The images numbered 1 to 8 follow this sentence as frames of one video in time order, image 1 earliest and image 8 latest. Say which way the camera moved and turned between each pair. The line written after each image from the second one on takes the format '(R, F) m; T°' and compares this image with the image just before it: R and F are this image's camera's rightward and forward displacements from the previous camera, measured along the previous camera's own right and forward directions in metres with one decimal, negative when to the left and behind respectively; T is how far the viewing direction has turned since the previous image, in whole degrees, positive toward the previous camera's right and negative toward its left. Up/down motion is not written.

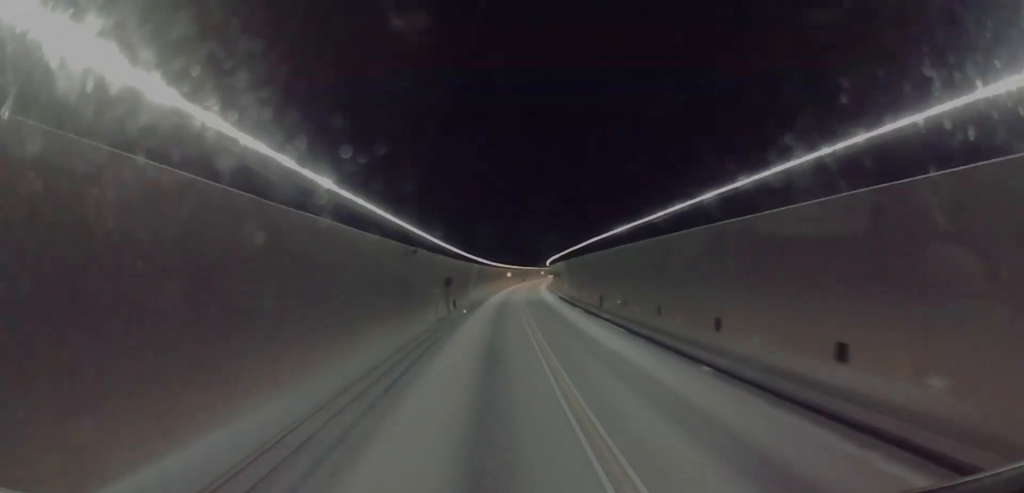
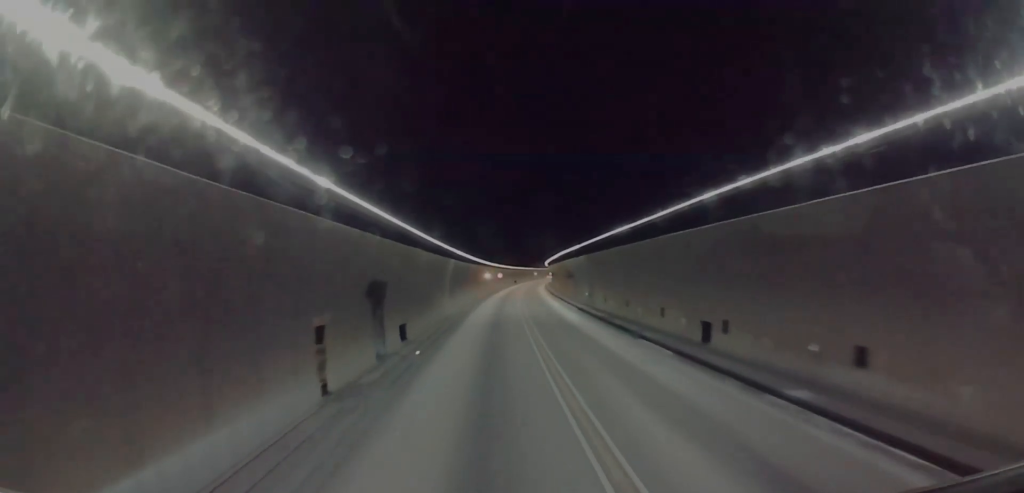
(+0.1, +23.6) m; 0°
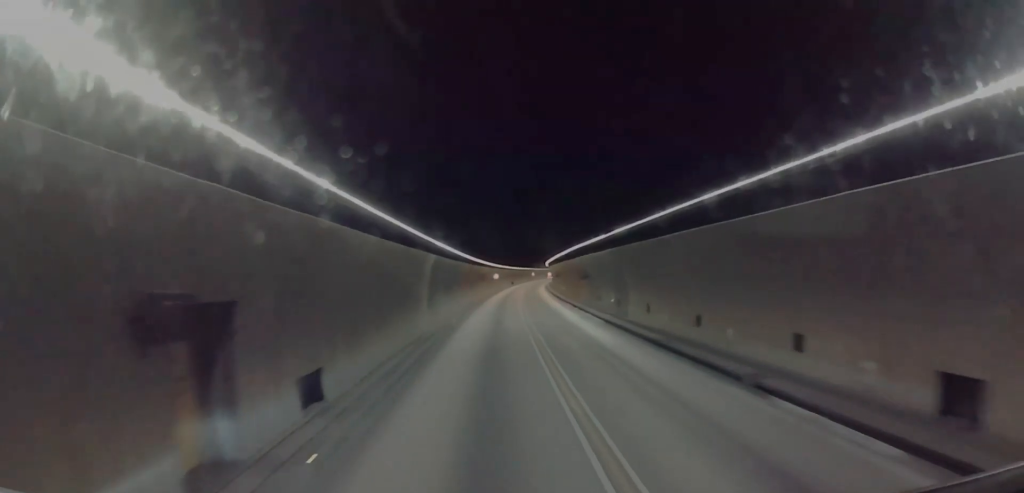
(-0.1, +11.9) m; 0°
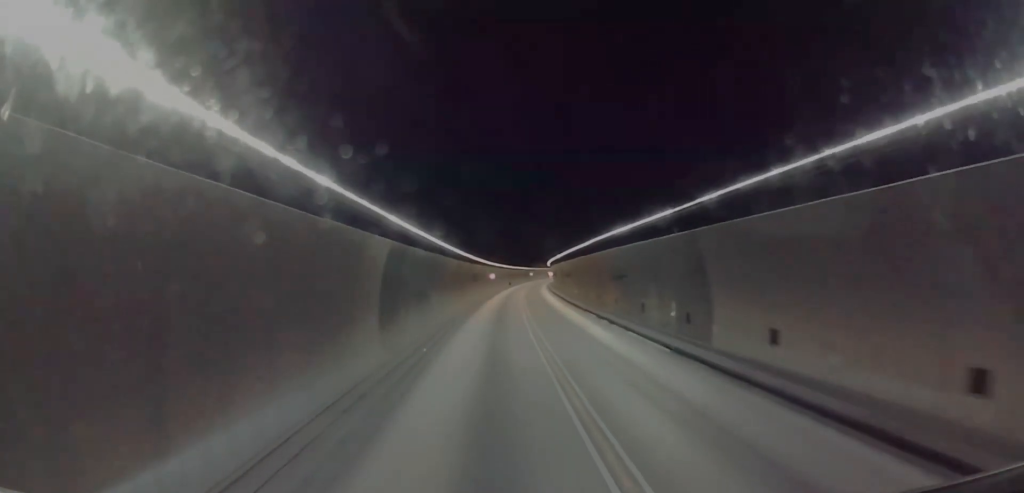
(+0.1, +13.6) m; 0°
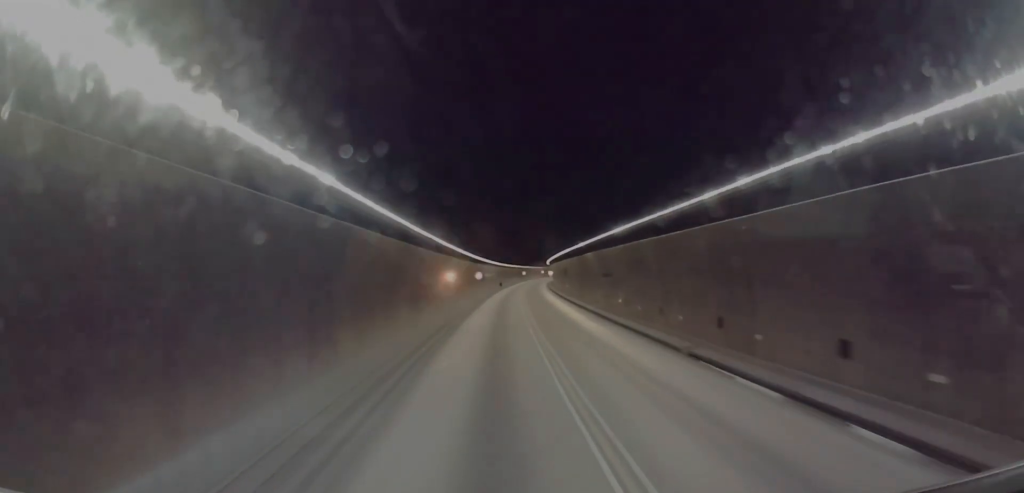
(+0.3, +25.4) m; +2°
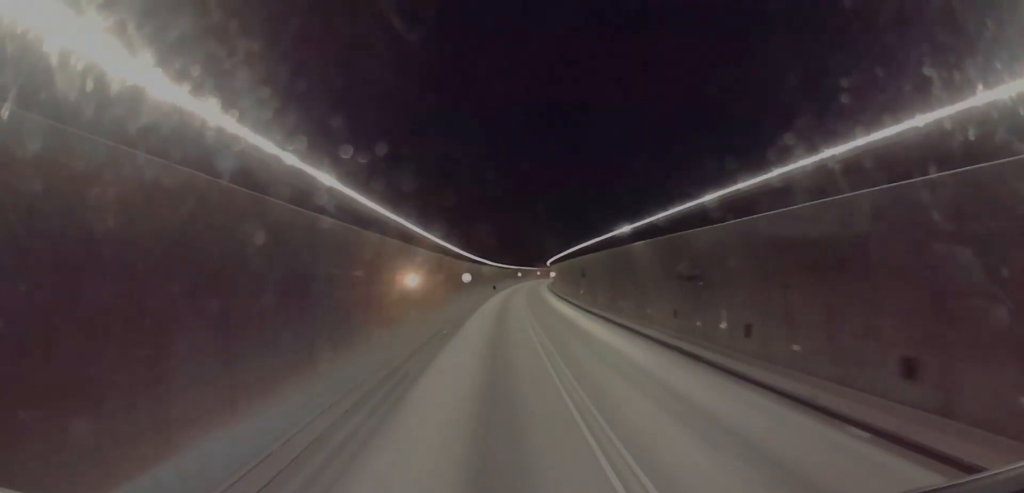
(+0.2, +16.5) m; +1°
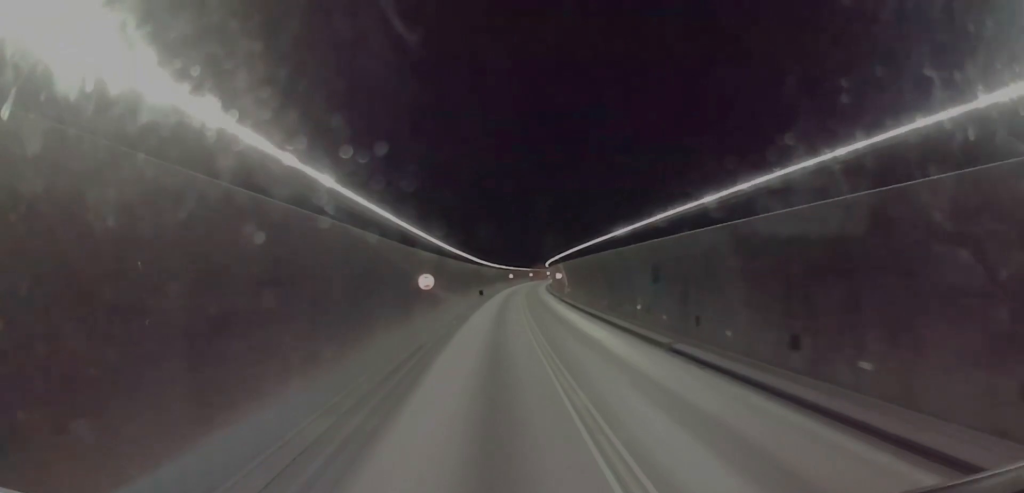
(0.0, +24.8) m; 0°
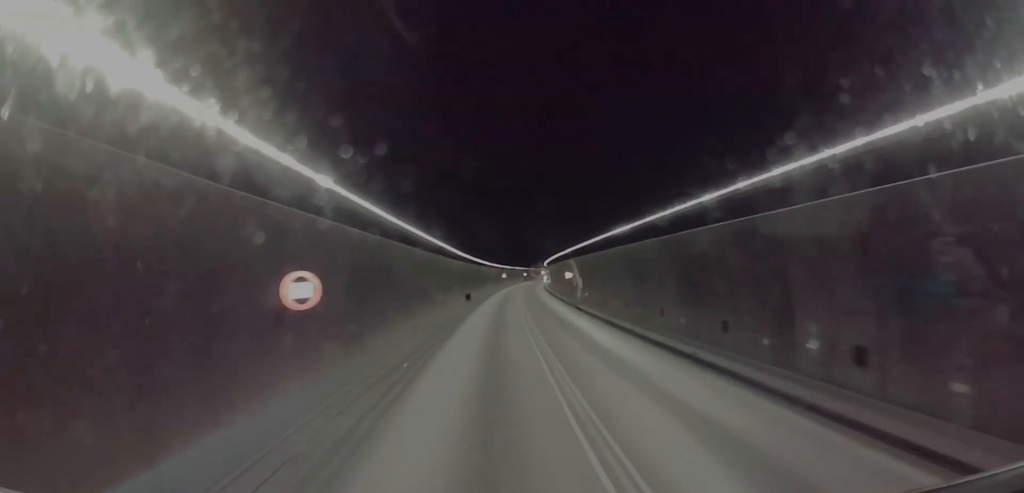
(0.0, +17.5) m; +1°
